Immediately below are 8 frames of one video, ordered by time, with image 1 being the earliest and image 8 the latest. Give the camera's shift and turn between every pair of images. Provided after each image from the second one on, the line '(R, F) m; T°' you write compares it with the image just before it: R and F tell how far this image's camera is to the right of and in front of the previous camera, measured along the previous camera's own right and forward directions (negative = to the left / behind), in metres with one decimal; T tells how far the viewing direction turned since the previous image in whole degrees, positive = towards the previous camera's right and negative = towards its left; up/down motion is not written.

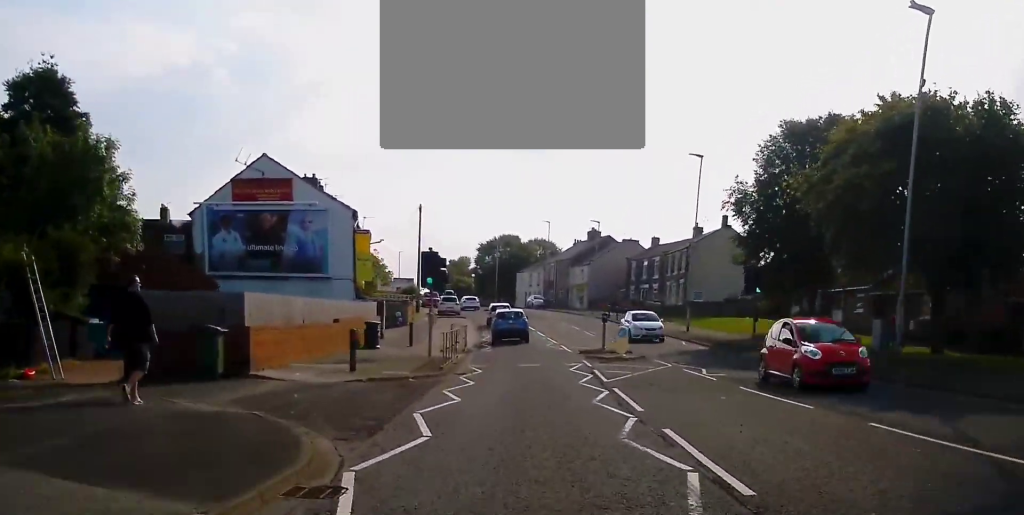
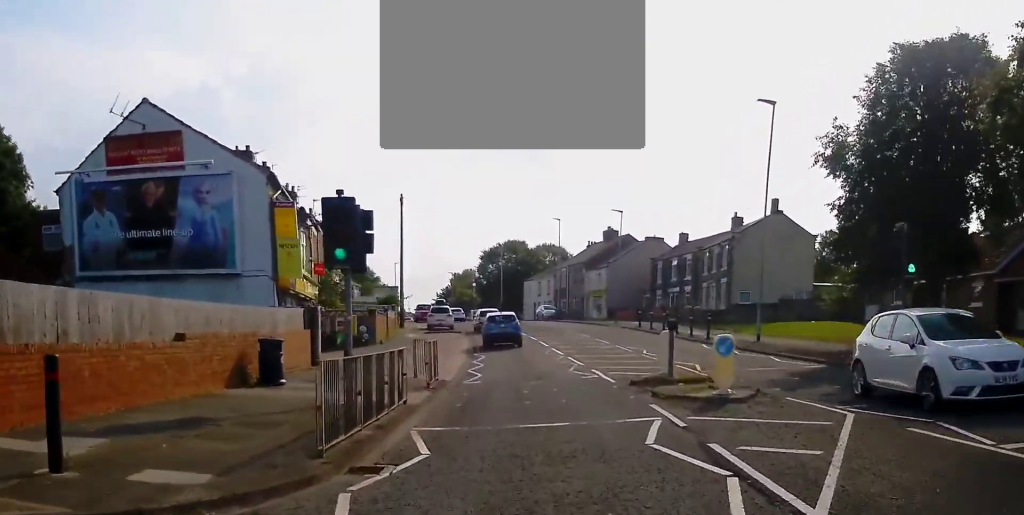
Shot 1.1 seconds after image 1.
(-0.4, +12.9) m; -3°
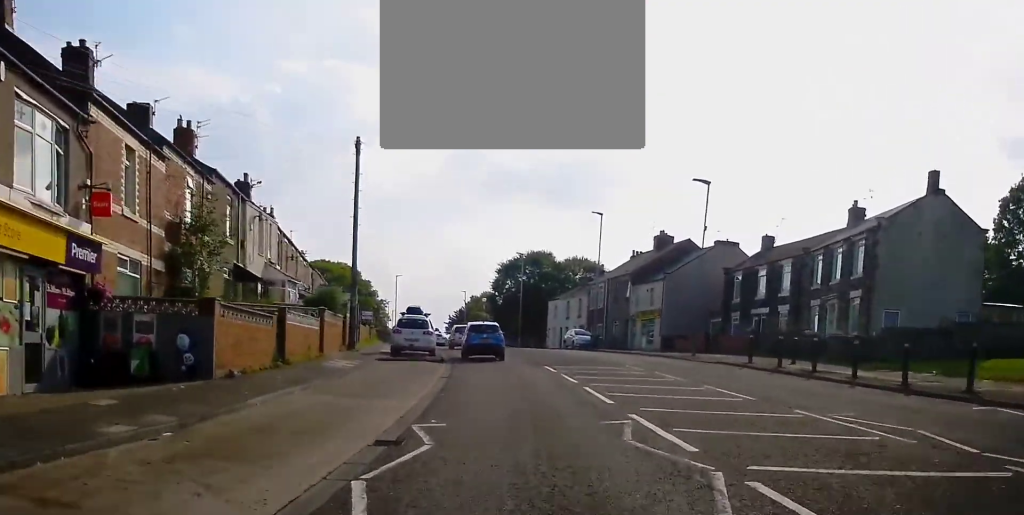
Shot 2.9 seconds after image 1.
(-0.3, +21.2) m; -1°
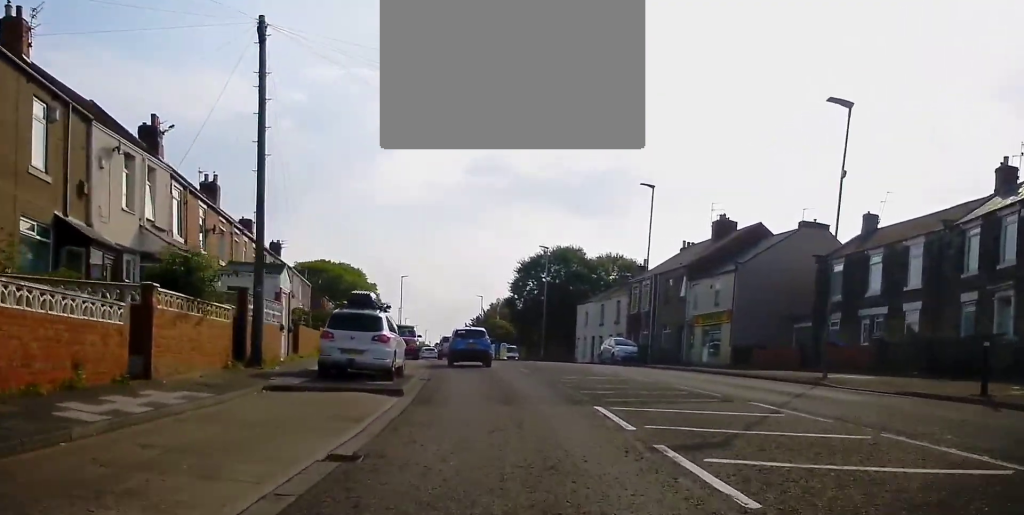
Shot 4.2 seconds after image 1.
(0.0, +14.4) m; 0°
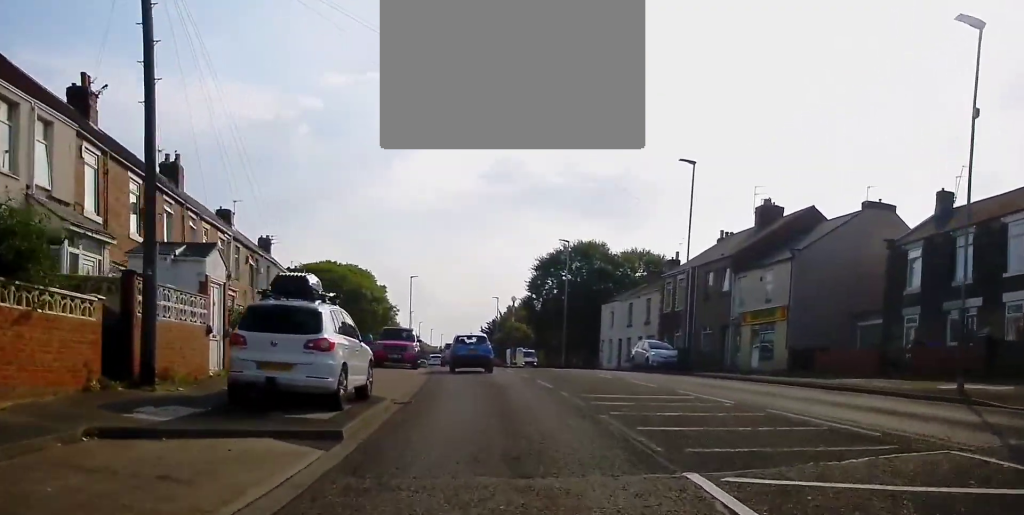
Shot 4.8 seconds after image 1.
(-0.1, +6.8) m; -2°
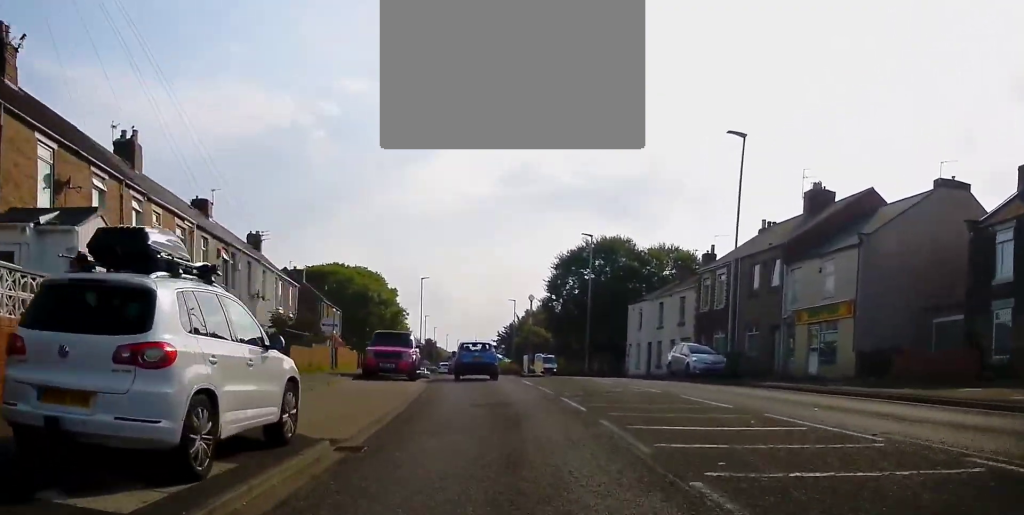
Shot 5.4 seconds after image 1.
(0.0, +5.8) m; -2°
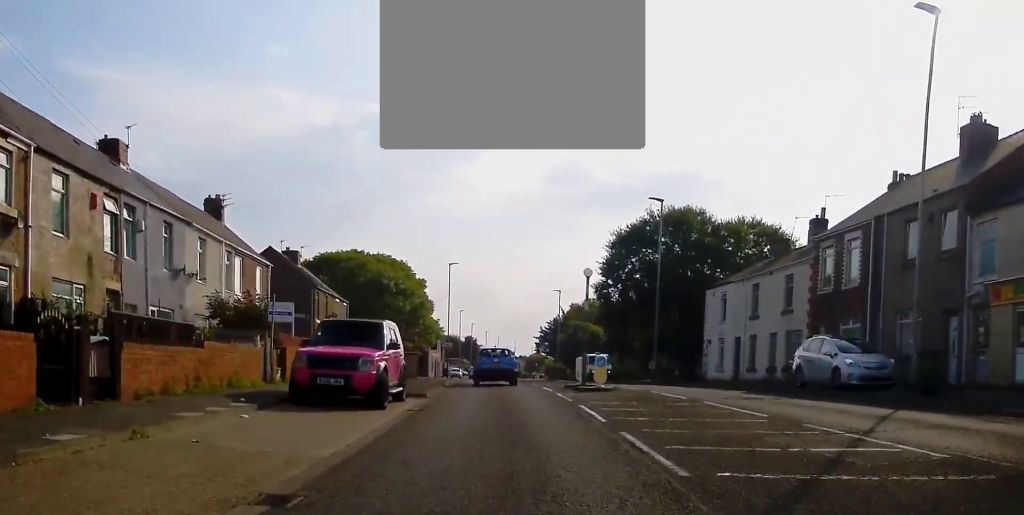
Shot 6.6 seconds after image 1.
(-0.6, +13.2) m; -3°
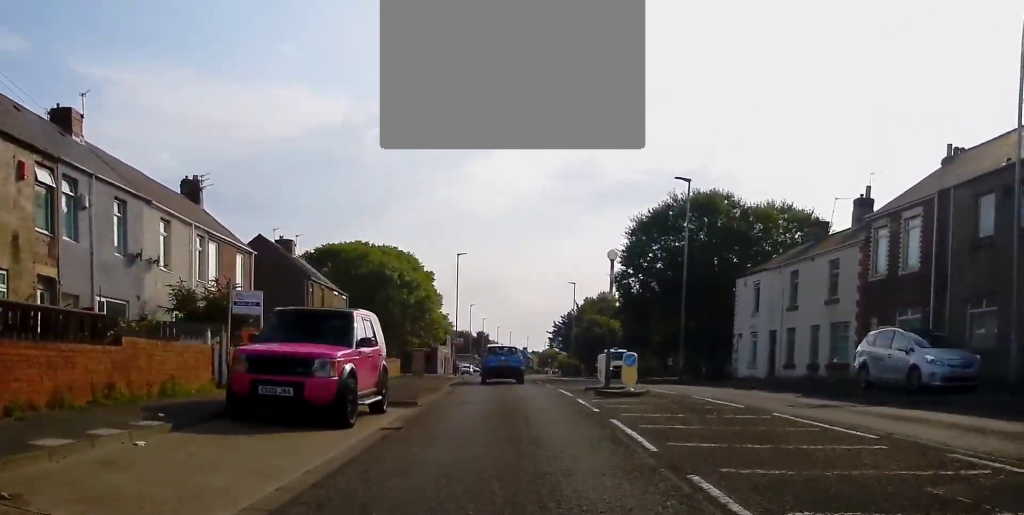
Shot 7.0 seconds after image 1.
(0.0, +4.1) m; 0°
